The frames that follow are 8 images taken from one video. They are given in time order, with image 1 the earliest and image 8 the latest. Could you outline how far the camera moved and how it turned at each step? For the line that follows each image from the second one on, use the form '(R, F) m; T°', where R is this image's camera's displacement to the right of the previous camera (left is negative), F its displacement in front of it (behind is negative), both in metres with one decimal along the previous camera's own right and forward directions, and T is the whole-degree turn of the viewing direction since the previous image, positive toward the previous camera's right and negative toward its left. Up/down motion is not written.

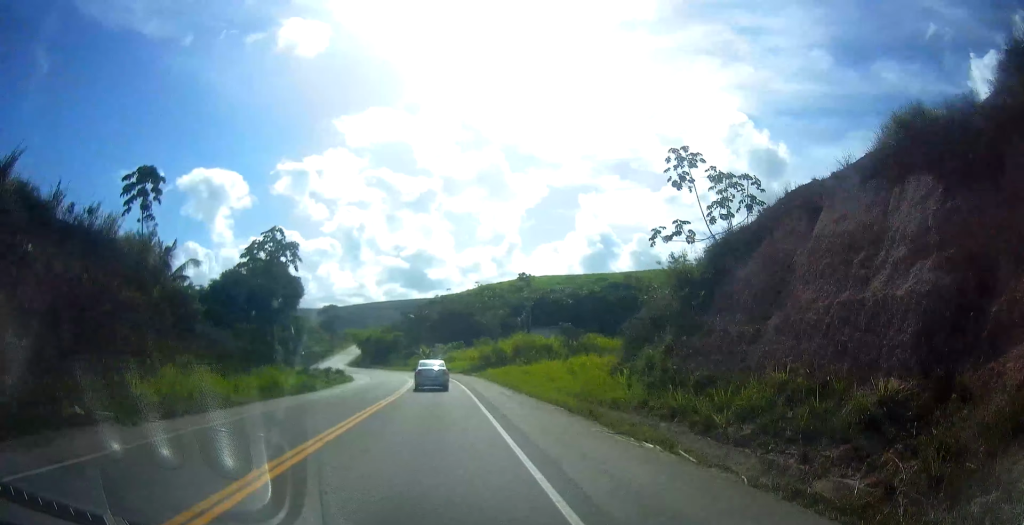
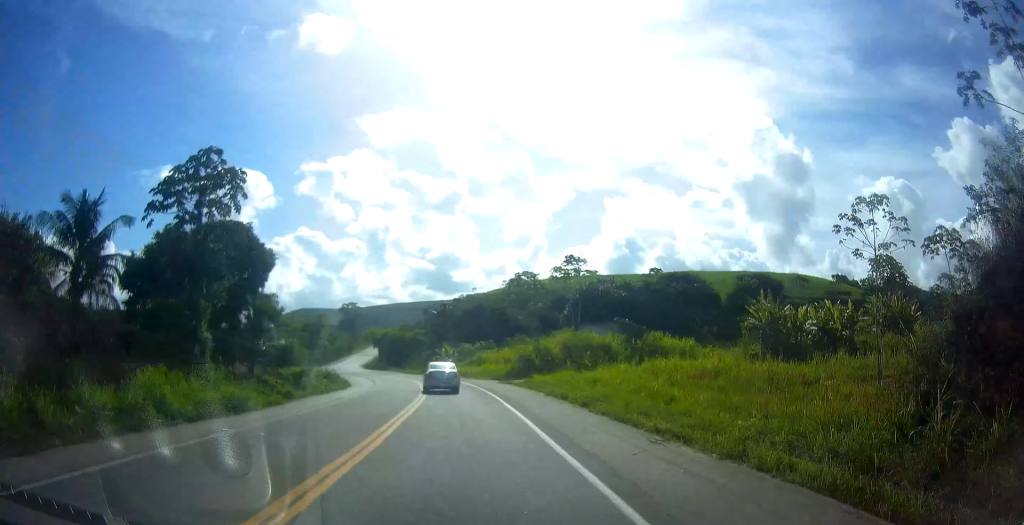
(0.0, +16.1) m; -1°
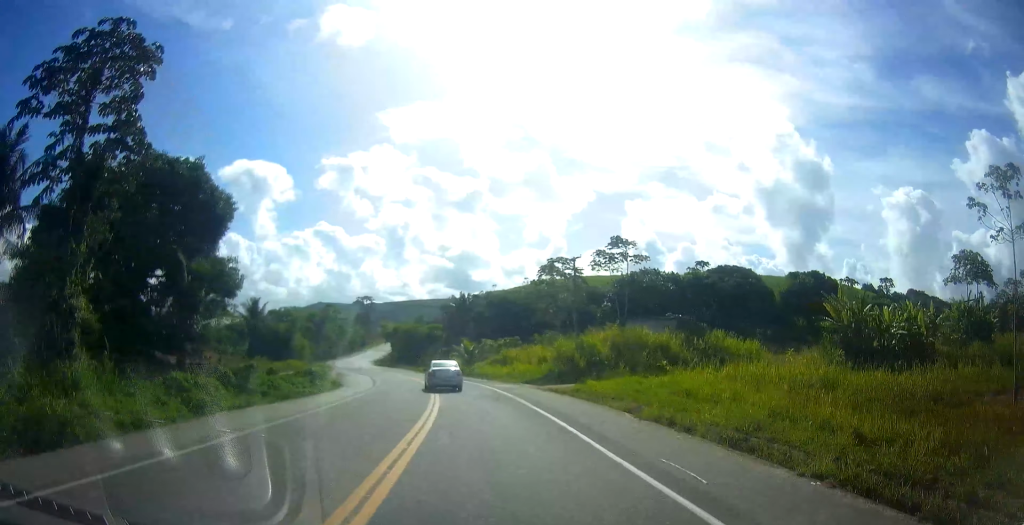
(-0.2, +11.2) m; -1°
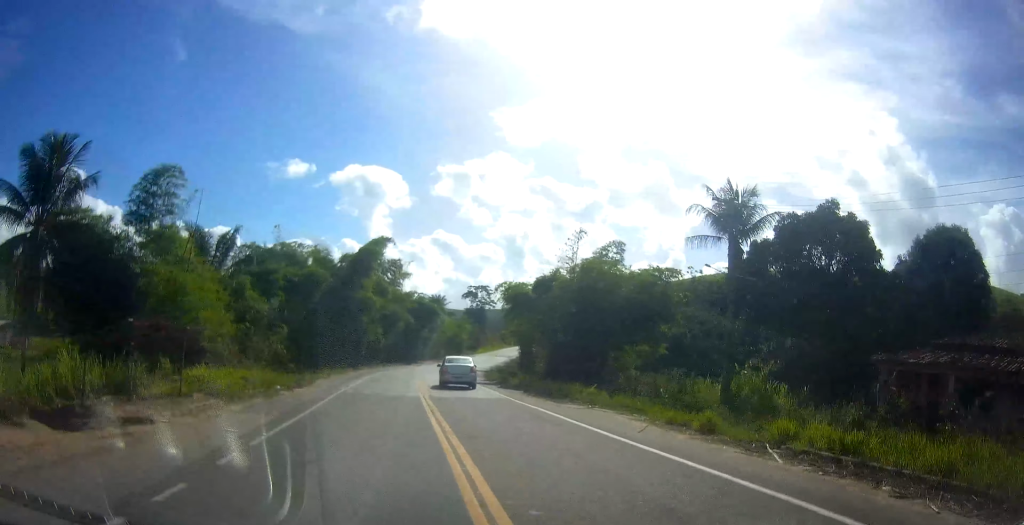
(-3.9, +69.7) m; -9°
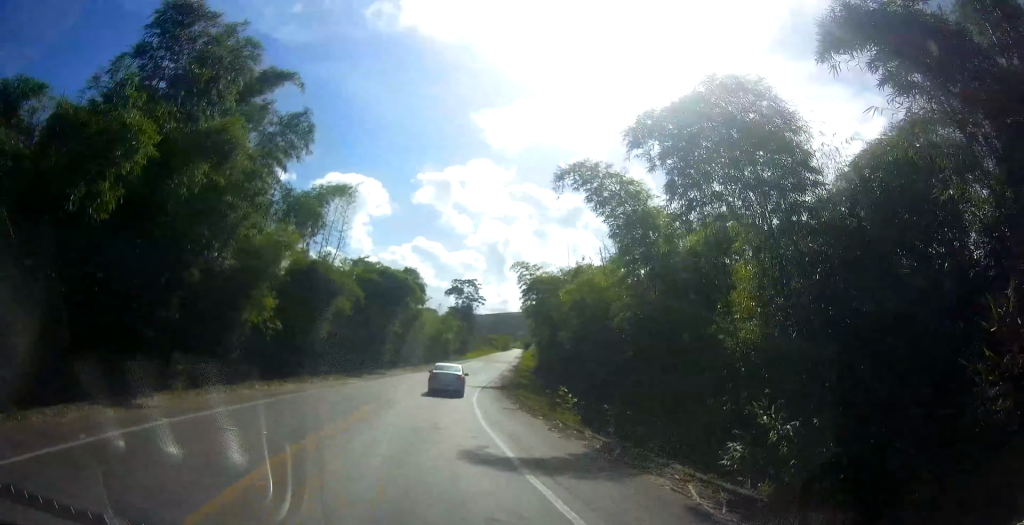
(-1.0, +34.5) m; -3°
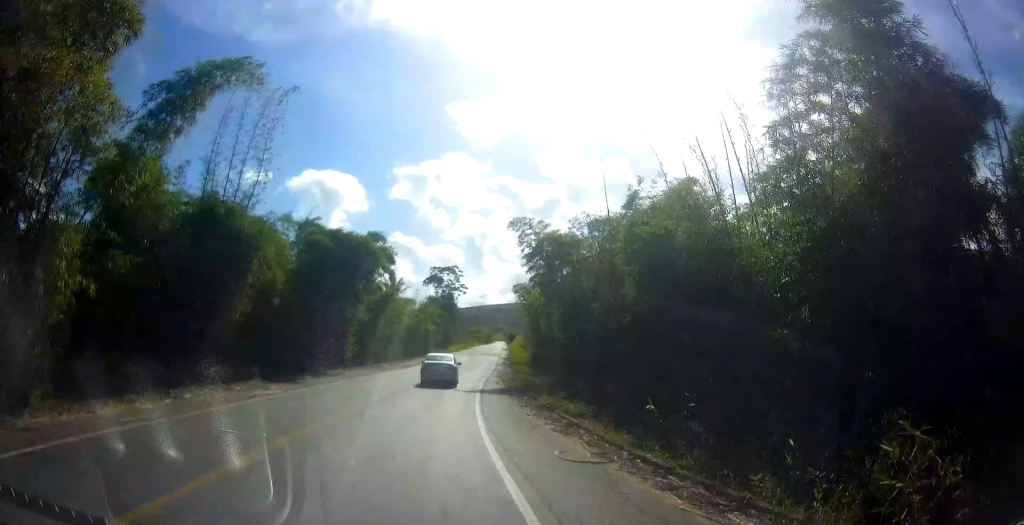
(-0.2, +13.8) m; 0°
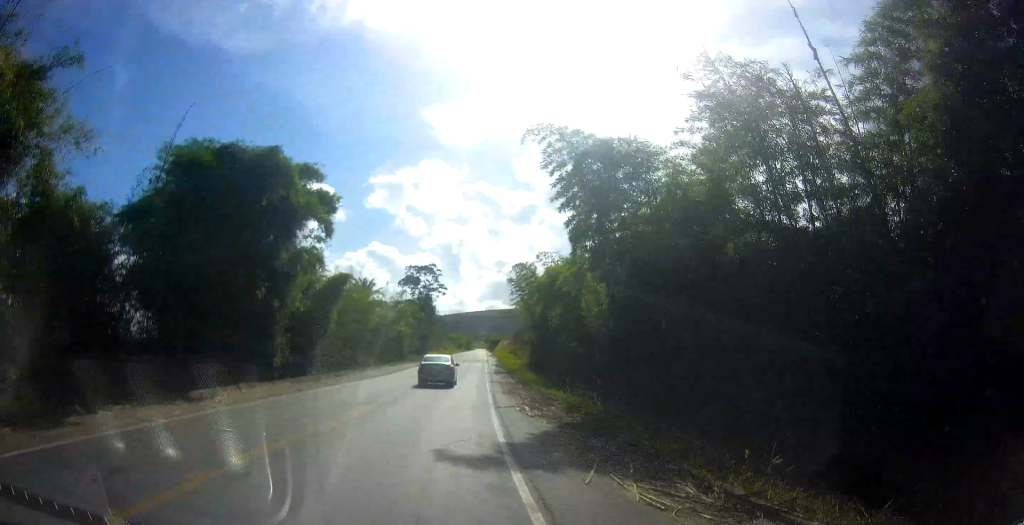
(-0.2, +17.0) m; 0°
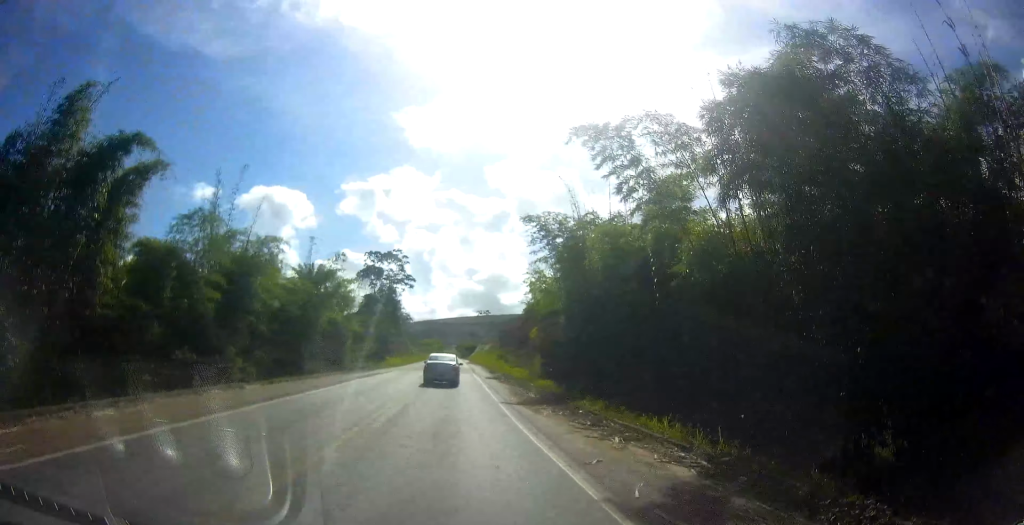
(+0.4, +30.2) m; +1°
